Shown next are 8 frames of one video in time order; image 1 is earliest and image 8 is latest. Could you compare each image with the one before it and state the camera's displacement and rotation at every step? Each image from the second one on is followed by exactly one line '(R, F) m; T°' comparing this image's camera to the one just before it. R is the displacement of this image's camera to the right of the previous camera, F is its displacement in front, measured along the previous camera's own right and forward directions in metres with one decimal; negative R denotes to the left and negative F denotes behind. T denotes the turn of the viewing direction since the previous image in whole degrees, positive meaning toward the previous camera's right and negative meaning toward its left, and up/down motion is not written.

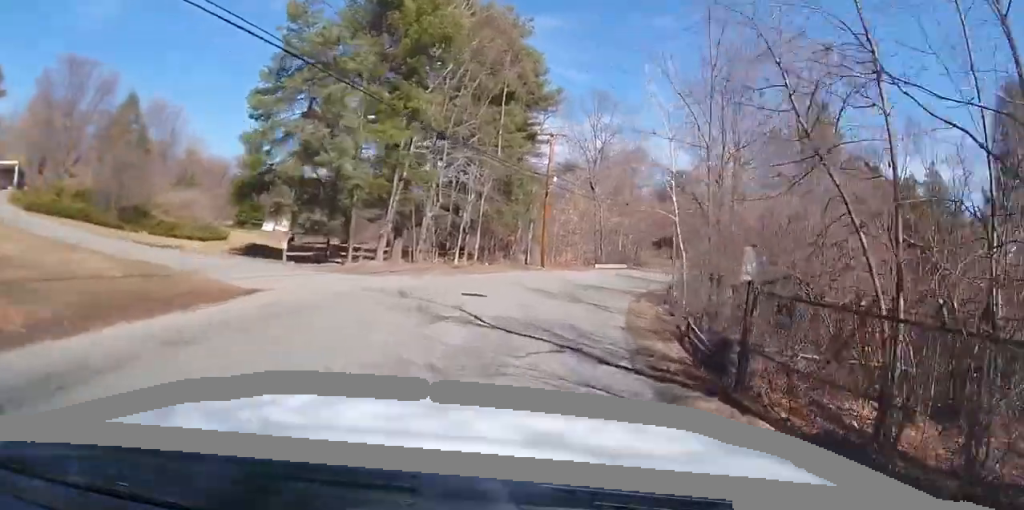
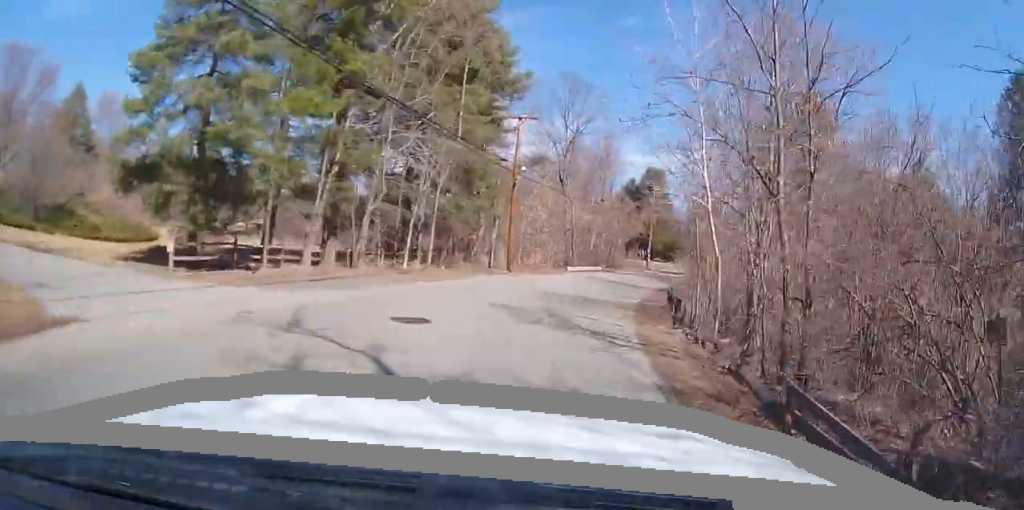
(-0.1, +6.2) m; +1°
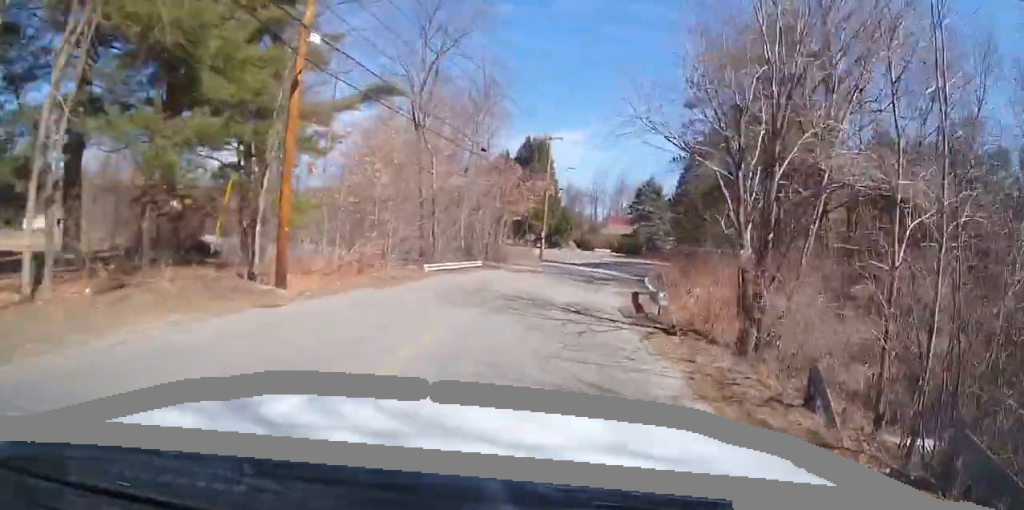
(+2.0, +22.6) m; +8°
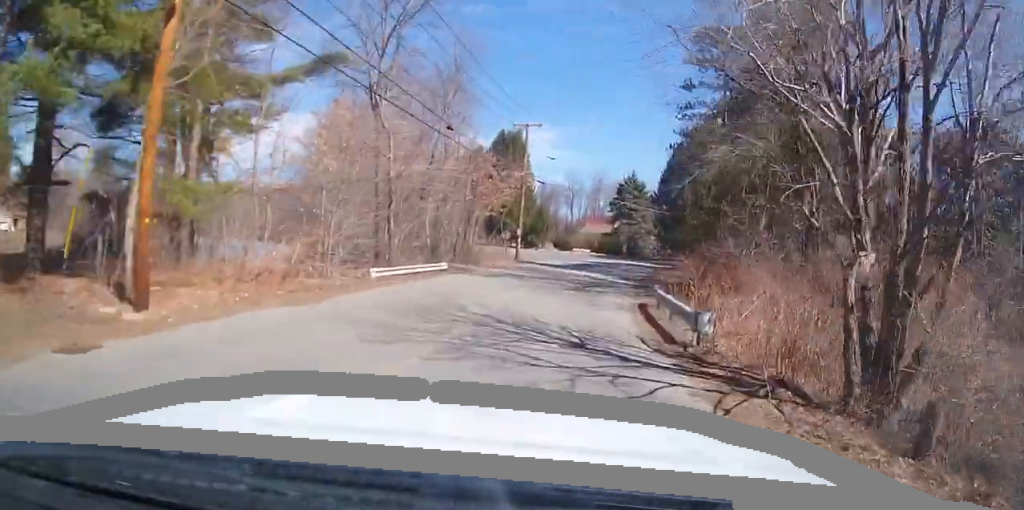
(+0.1, +5.8) m; +2°
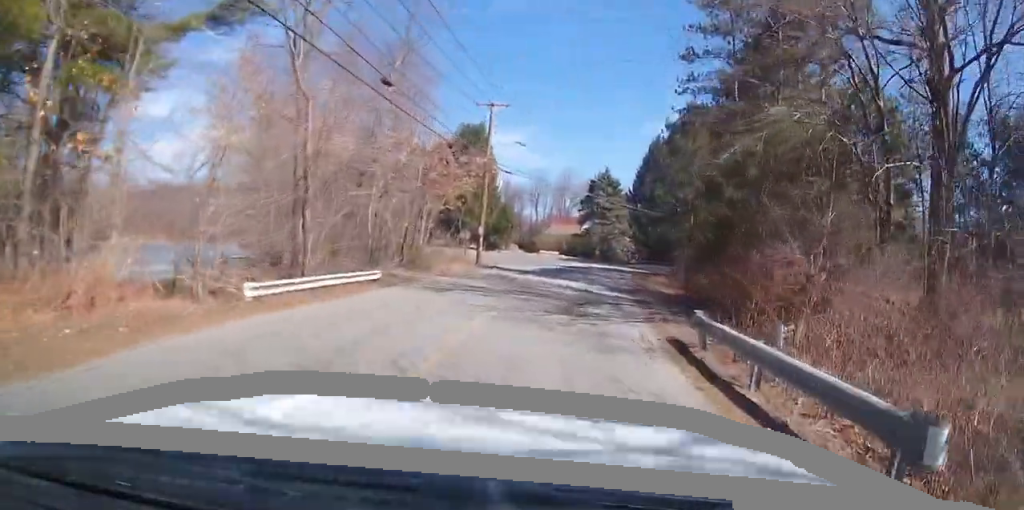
(0.0, +7.7) m; +3°
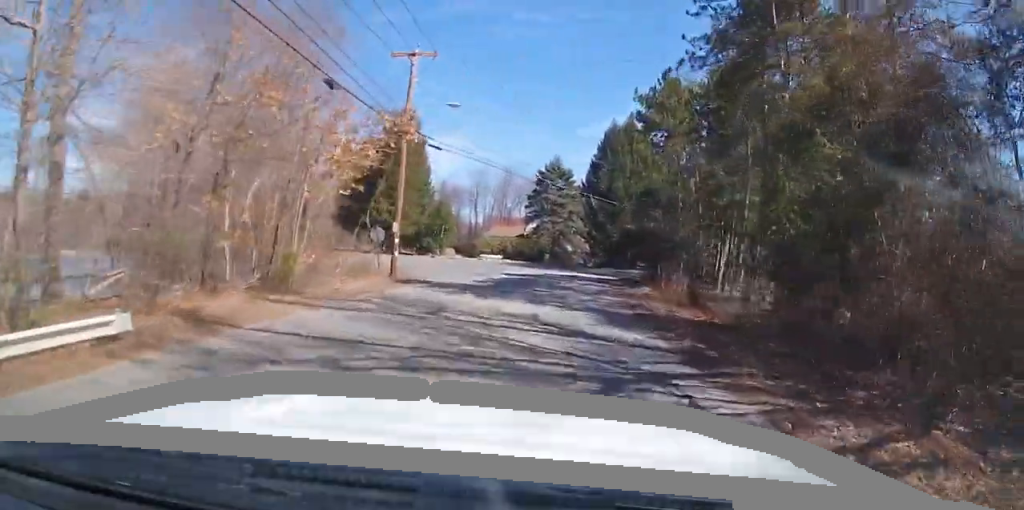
(+0.6, +11.7) m; +5°
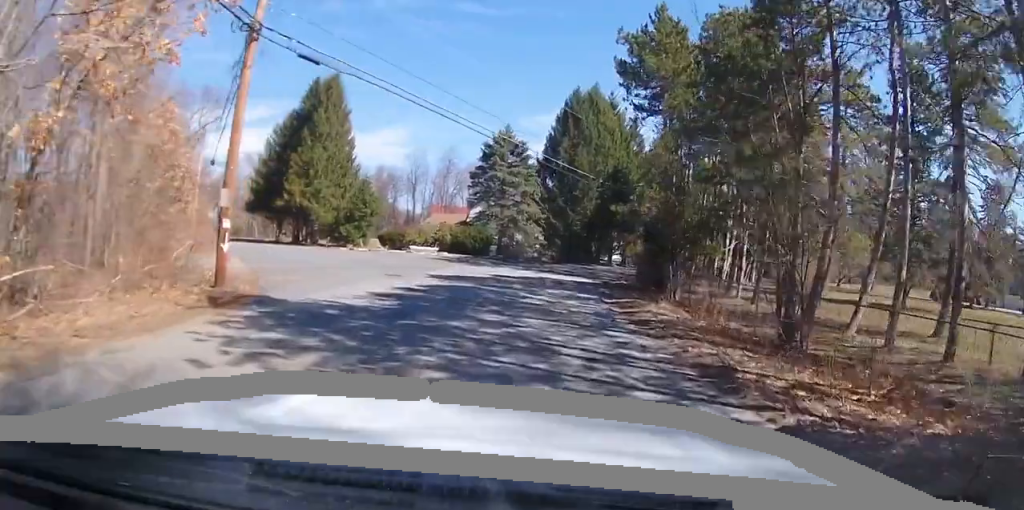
(+0.6, +13.0) m; +5°
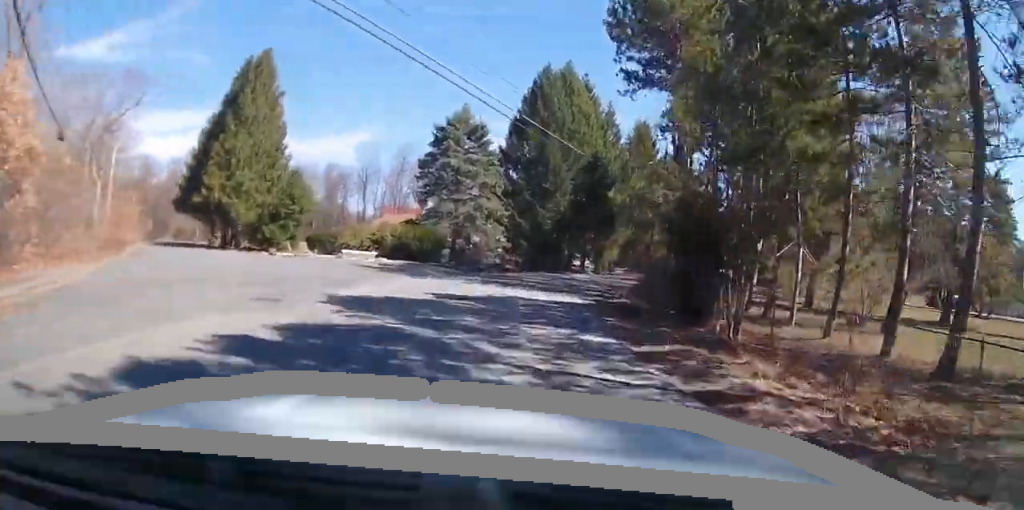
(+0.3, +9.9) m; +4°
